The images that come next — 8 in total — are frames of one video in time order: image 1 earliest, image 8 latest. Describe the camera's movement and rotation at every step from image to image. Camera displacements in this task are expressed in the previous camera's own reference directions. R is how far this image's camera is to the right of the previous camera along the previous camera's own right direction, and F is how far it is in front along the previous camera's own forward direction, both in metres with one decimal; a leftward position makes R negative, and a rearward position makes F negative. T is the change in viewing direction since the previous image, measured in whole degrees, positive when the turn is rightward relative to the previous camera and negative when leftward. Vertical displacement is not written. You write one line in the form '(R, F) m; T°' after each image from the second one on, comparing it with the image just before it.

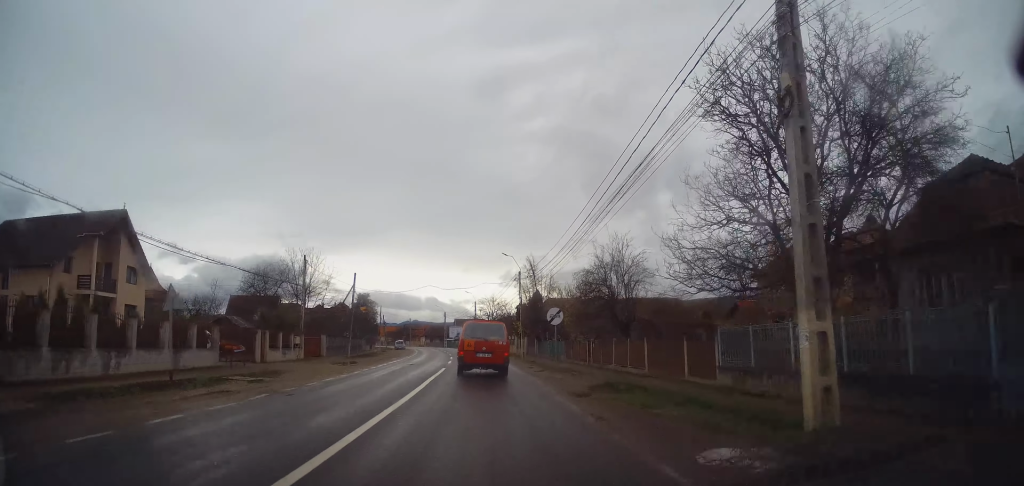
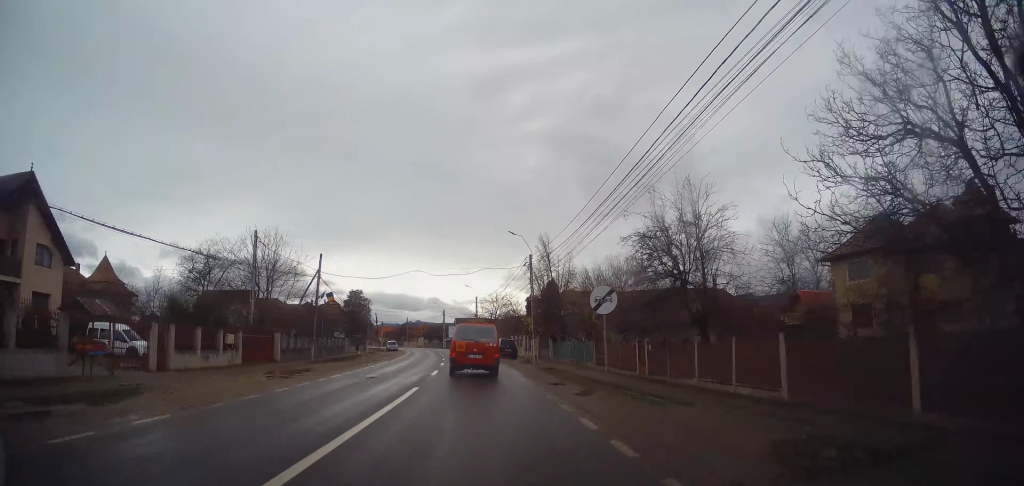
(-0.2, +10.5) m; 0°
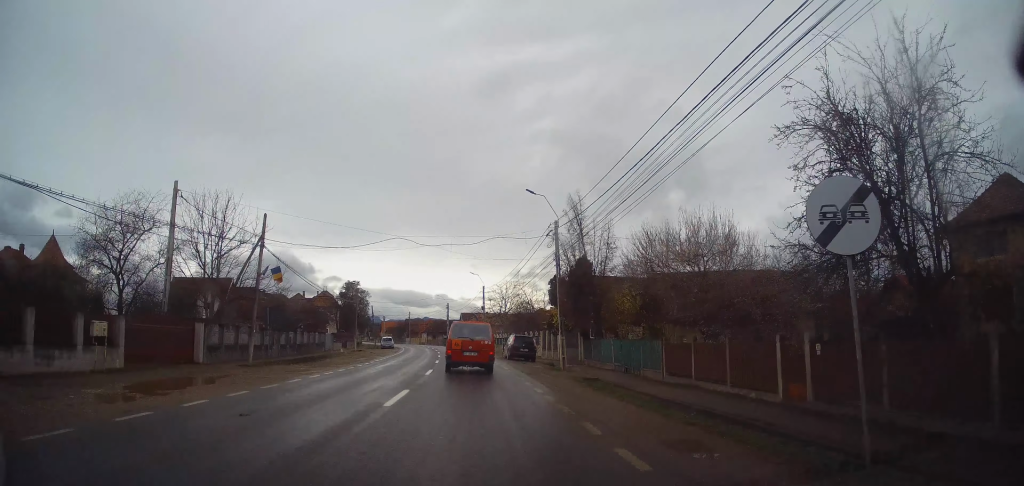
(-0.1, +10.6) m; 0°
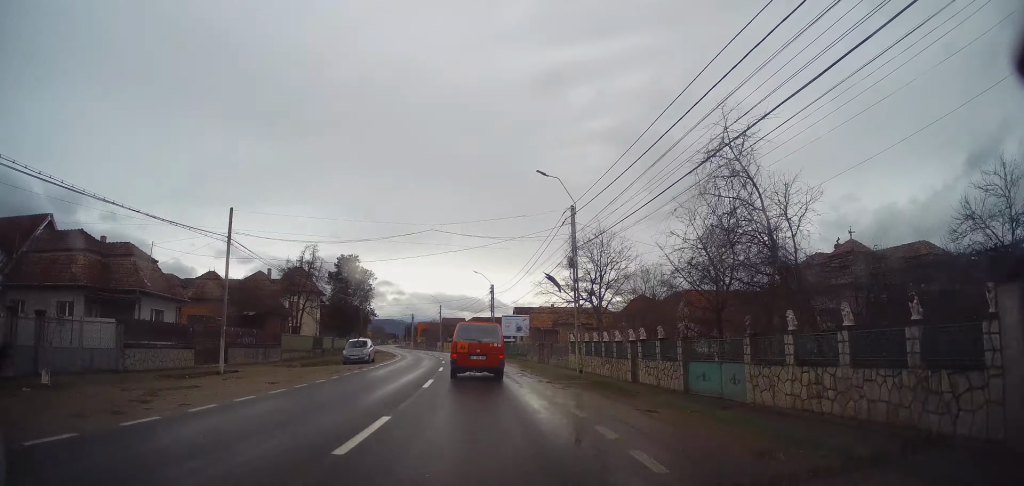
(-1.3, +39.4) m; -6°
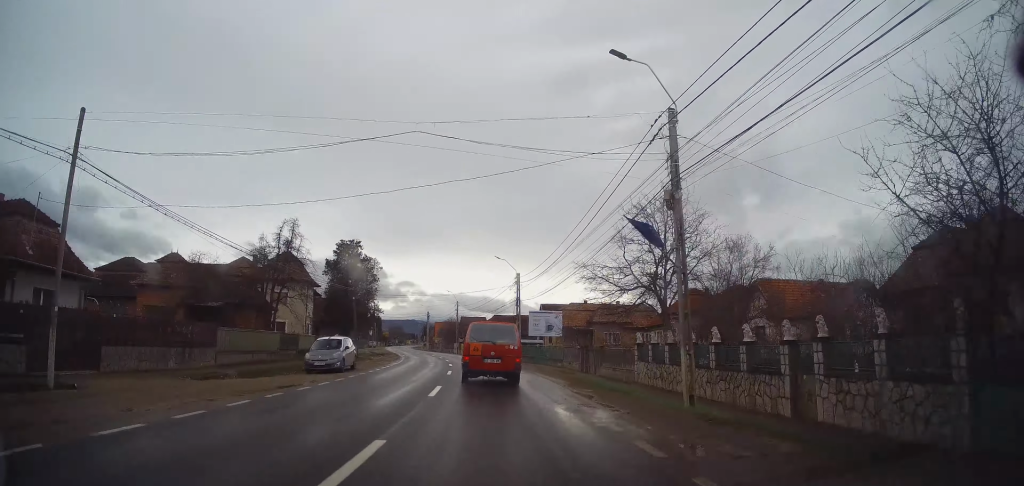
(-0.3, +11.0) m; -3°
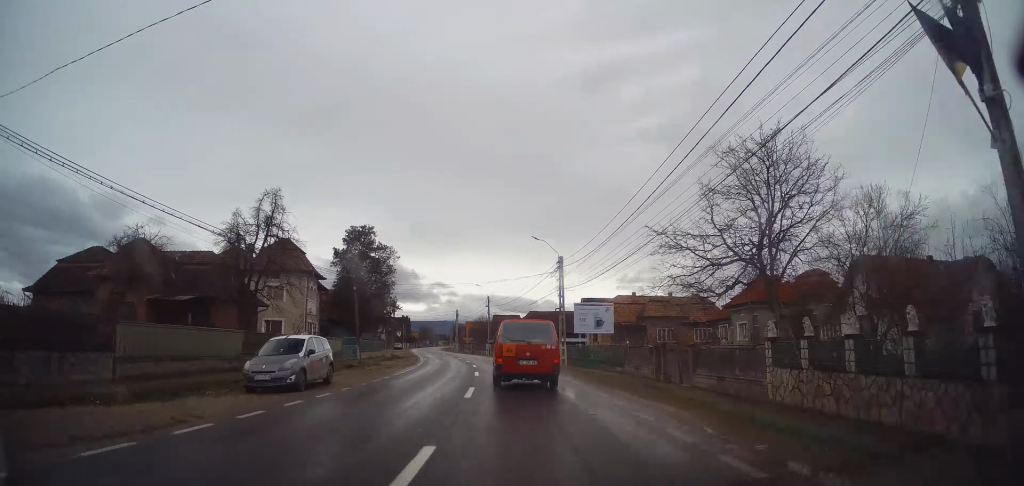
(0.0, +9.0) m; -3°
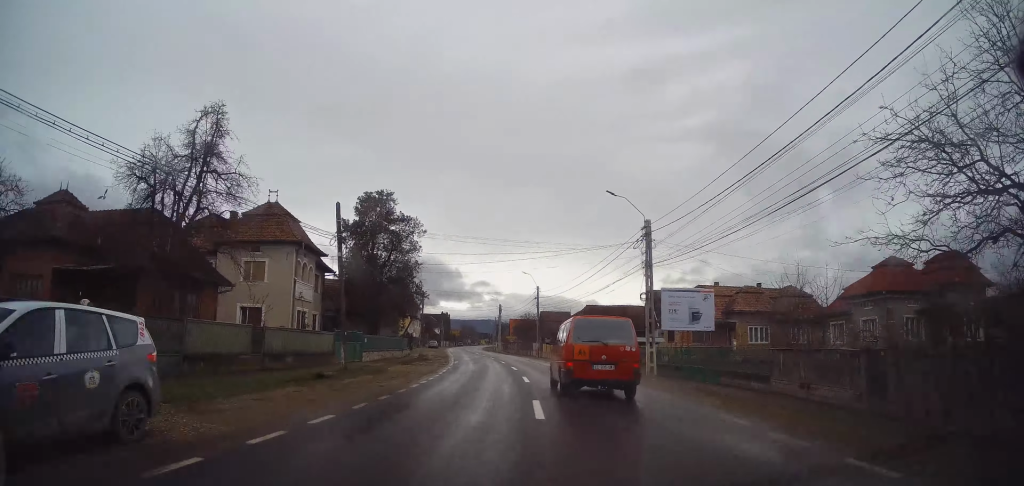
(-0.6, +12.4) m; -3°
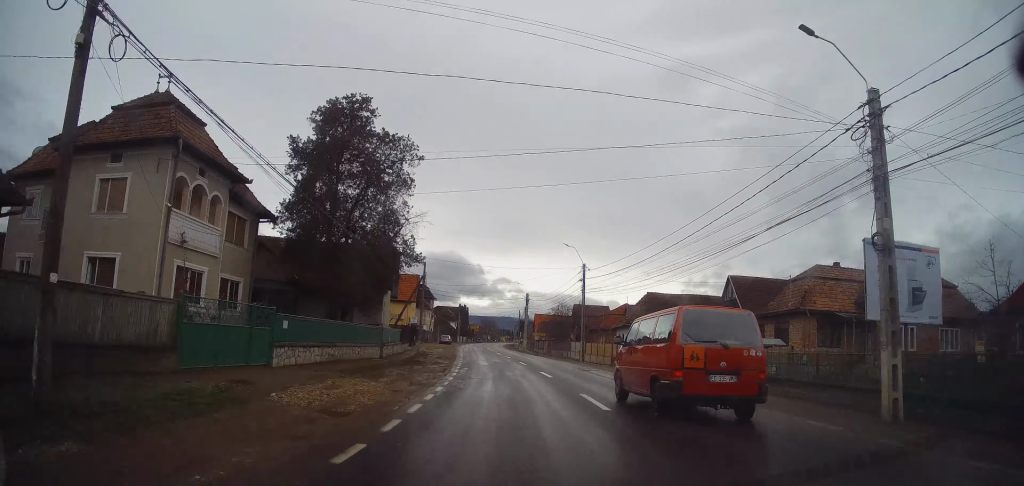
(-0.5, +16.6) m; -2°
